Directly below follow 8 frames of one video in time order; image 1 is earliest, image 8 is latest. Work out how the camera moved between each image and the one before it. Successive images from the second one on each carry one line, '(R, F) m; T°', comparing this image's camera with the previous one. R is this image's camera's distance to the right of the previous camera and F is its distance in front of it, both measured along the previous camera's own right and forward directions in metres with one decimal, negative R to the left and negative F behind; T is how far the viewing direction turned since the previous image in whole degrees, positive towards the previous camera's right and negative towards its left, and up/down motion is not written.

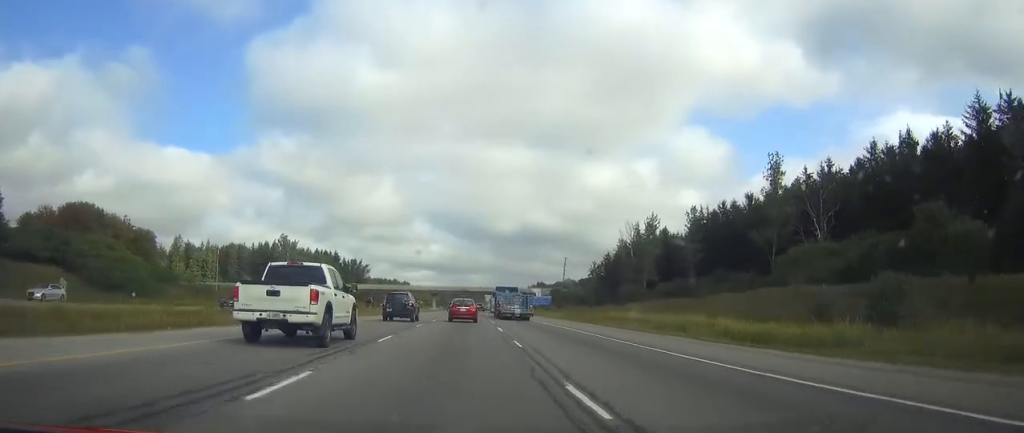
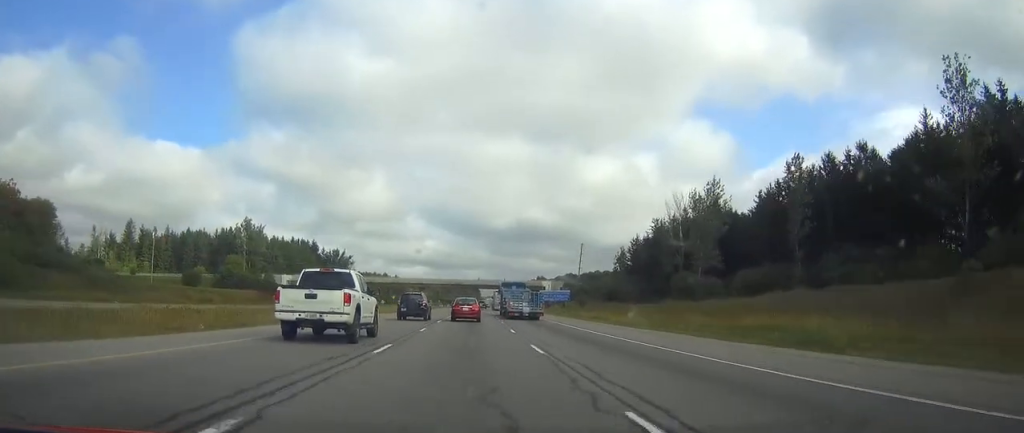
(0.0, +39.1) m; 0°
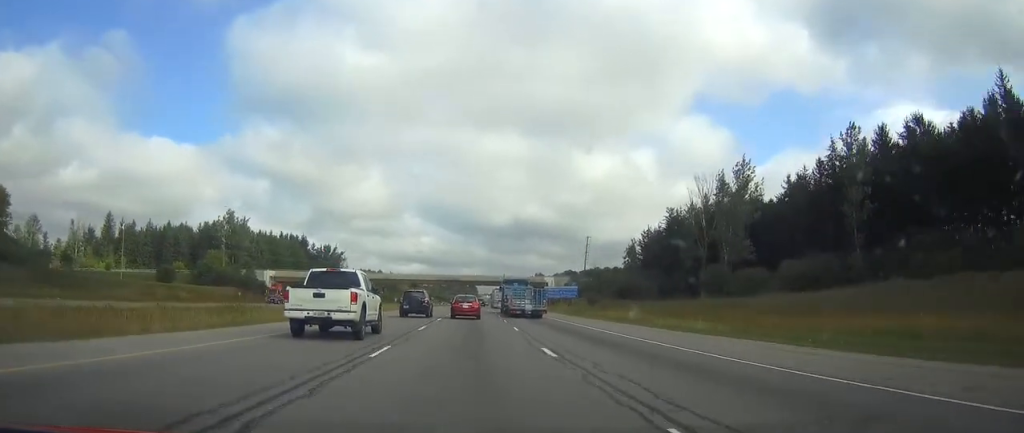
(+0.1, +13.6) m; 0°
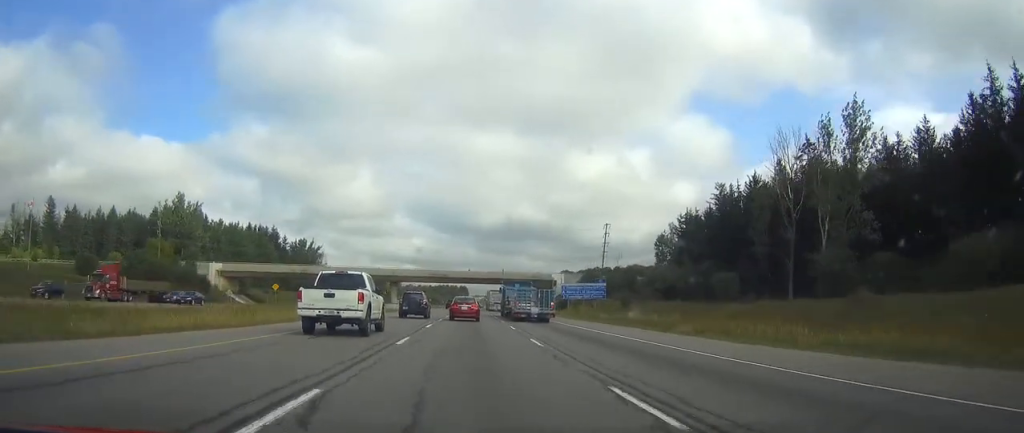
(+0.3, +32.6) m; +1°
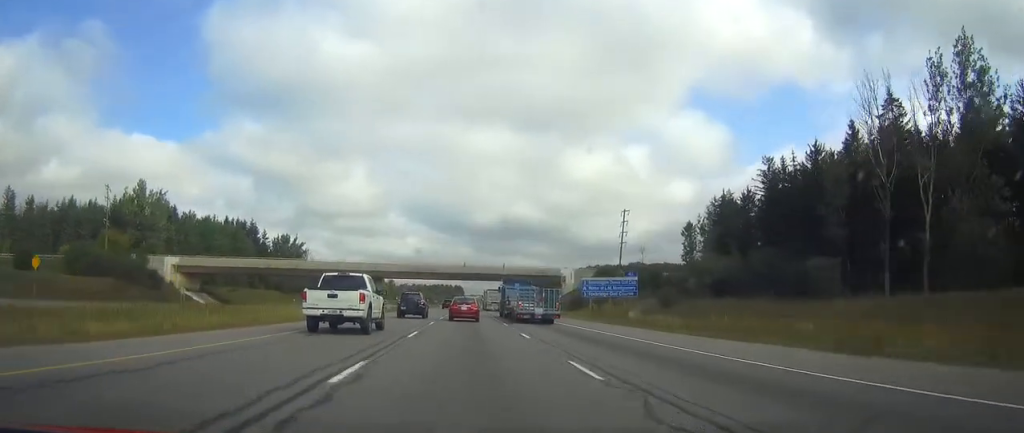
(0.0, +20.1) m; +1°
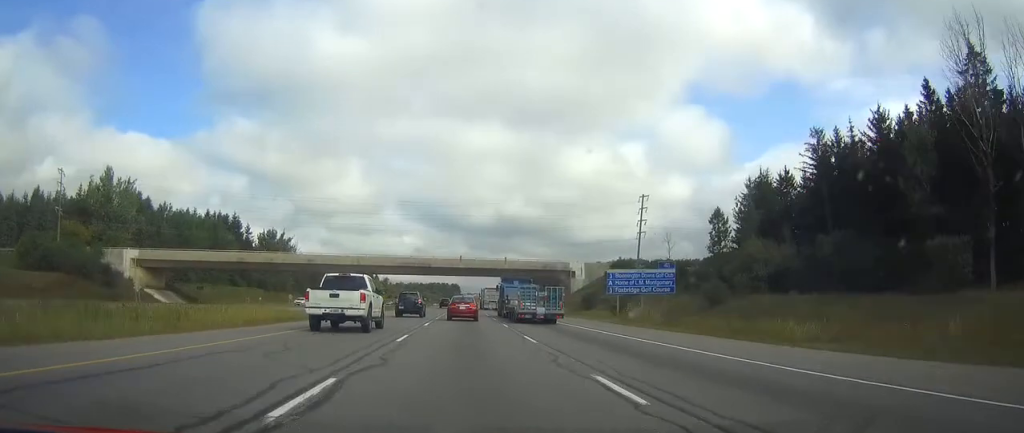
(+0.1, +15.0) m; 0°
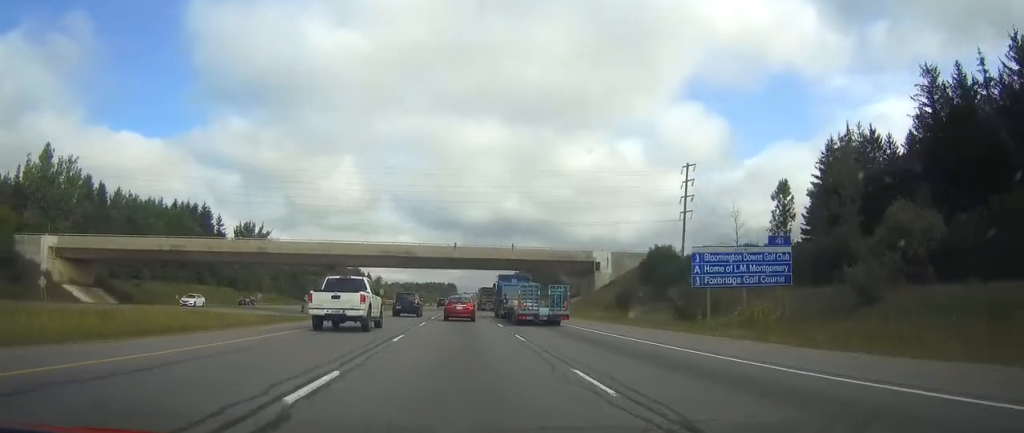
(+0.1, +23.5) m; 0°
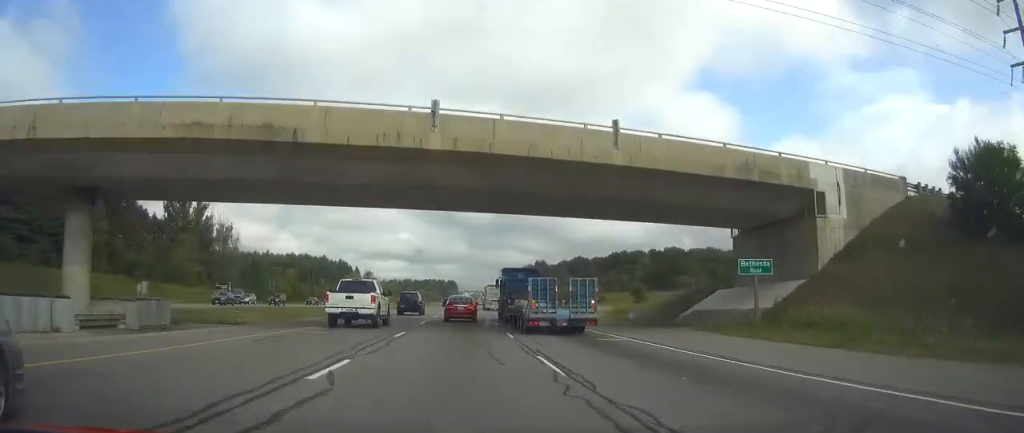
(+0.2, +58.2) m; 0°
